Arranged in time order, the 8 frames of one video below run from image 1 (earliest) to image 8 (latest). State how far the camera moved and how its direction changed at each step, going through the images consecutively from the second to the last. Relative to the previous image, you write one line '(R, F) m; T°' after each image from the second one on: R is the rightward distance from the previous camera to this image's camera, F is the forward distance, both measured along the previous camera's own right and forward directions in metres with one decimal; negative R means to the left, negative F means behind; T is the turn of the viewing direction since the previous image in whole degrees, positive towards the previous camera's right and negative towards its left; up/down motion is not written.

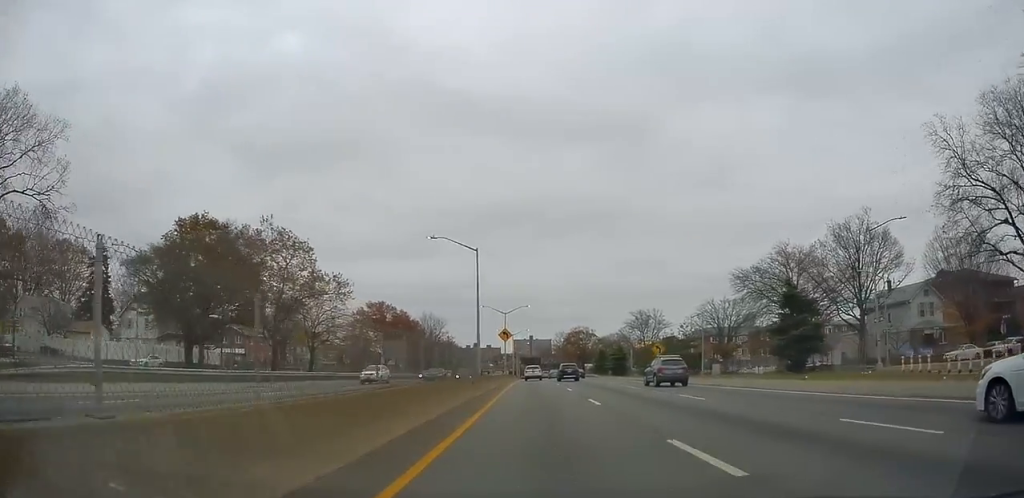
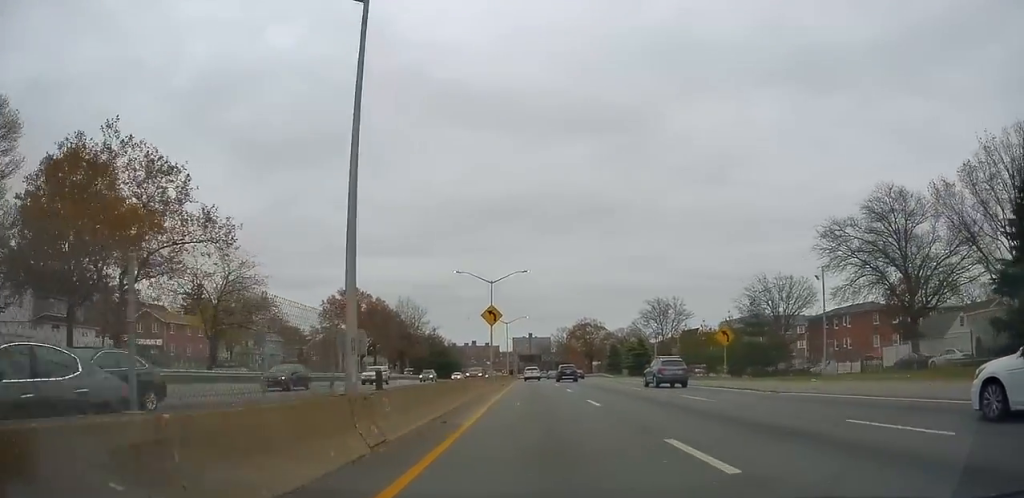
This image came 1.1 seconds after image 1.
(0.0, +24.6) m; -1°
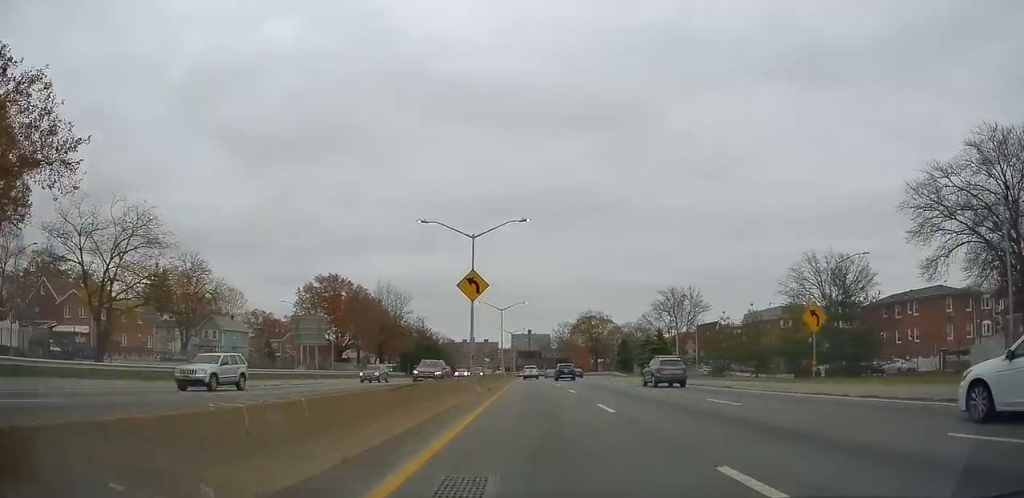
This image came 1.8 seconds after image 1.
(0.0, +15.2) m; 0°
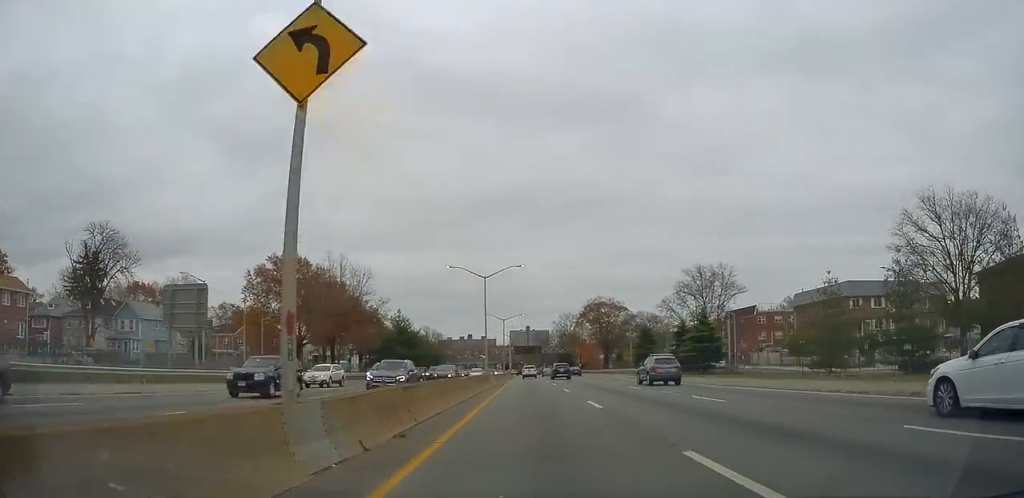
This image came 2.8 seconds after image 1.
(-0.1, +23.2) m; +1°
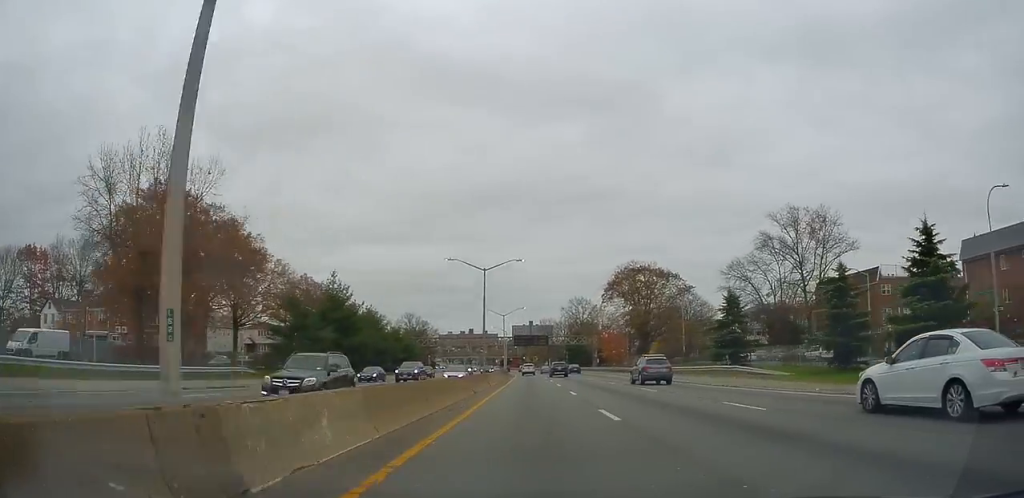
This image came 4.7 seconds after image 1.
(+0.5, +40.3) m; 0°
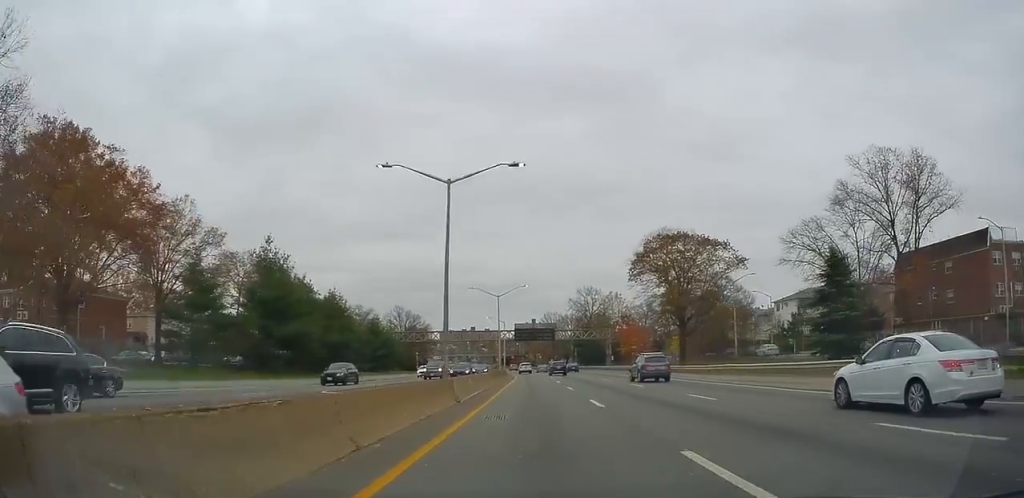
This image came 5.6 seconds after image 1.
(0.0, +20.2) m; 0°
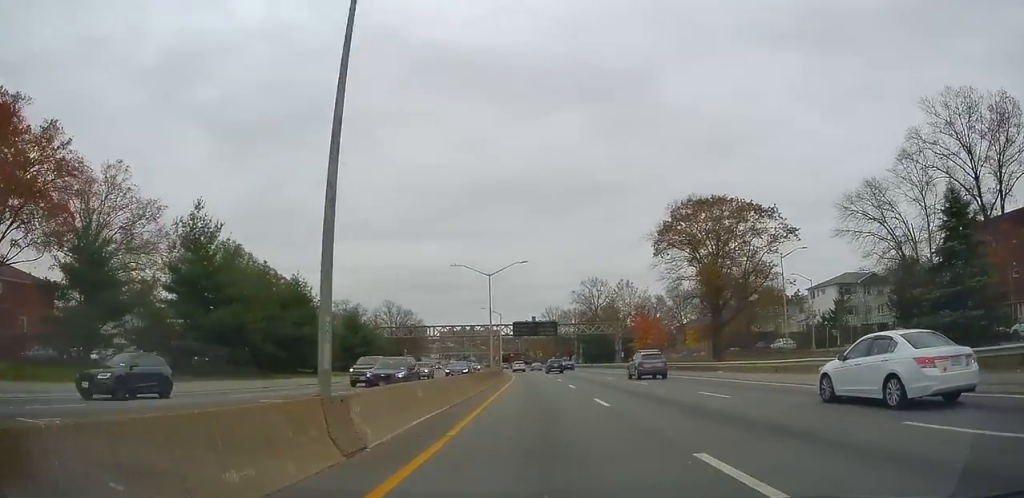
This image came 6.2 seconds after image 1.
(0.0, +12.7) m; 0°
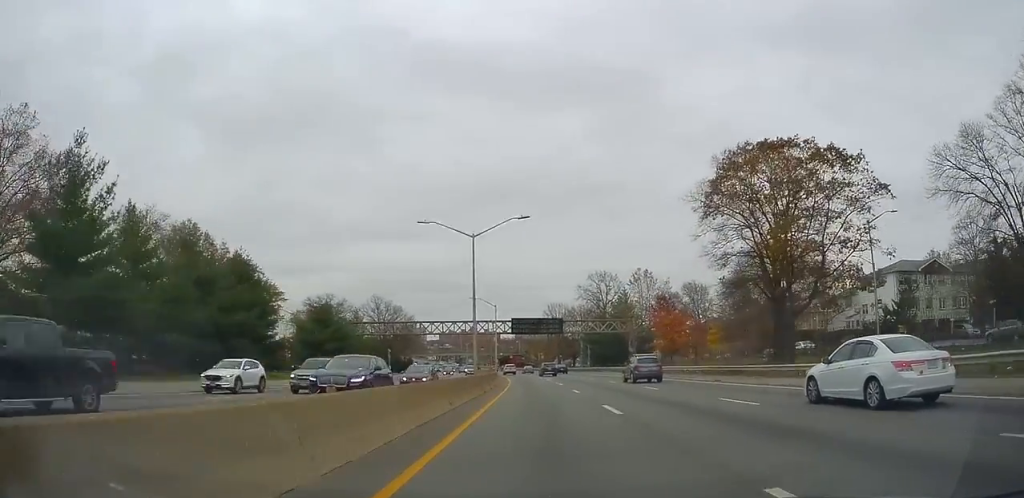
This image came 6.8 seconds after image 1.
(0.0, +14.2) m; 0°
